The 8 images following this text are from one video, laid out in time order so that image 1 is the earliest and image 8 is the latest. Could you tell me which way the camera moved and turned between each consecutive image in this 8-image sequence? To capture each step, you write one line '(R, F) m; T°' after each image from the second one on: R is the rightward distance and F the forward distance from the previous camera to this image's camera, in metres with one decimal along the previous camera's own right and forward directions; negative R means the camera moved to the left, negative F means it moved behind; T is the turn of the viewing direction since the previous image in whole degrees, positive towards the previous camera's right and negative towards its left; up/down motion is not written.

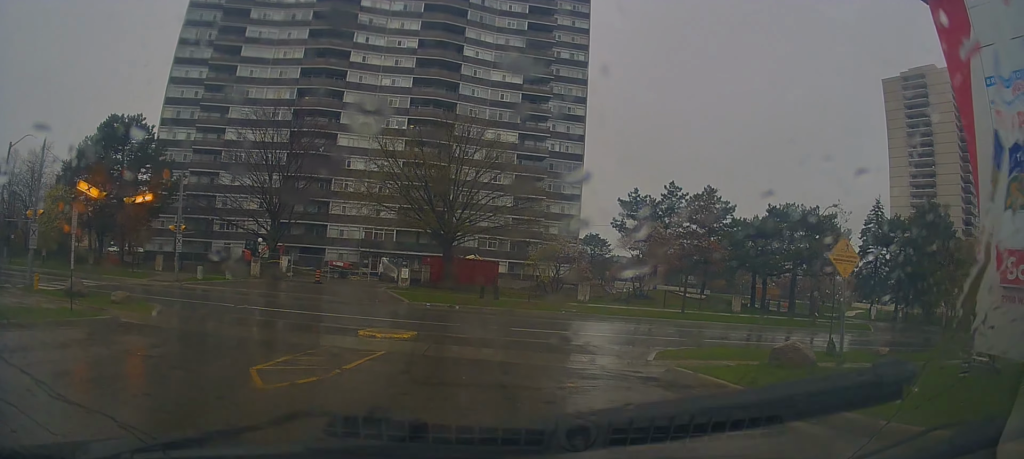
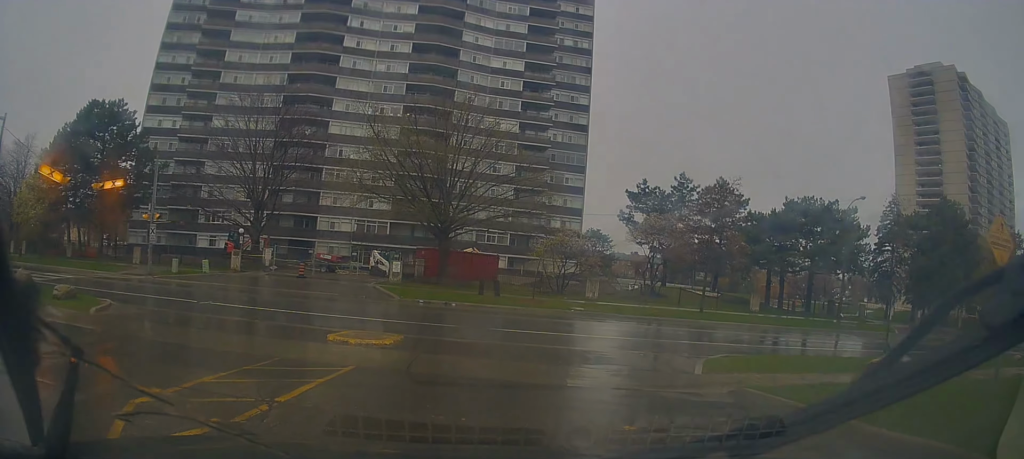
(+0.1, +3.7) m; +1°
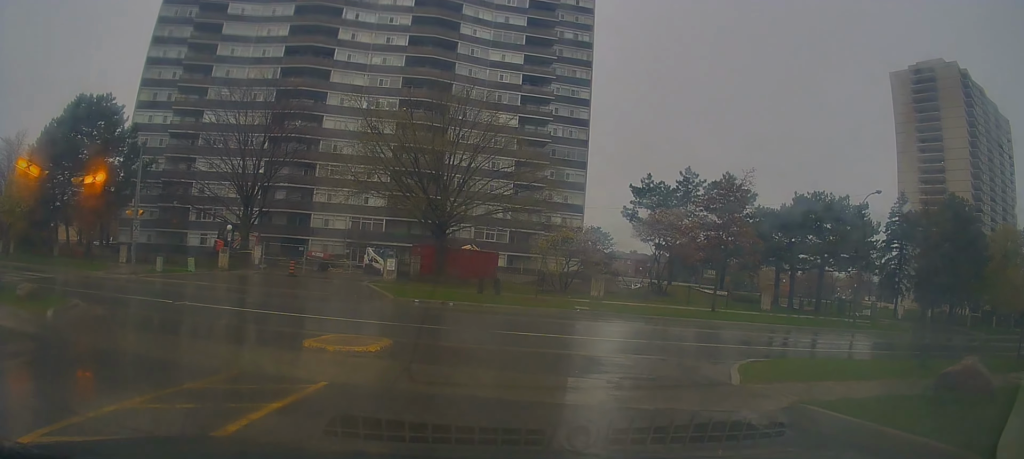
(0.0, +2.0) m; 0°
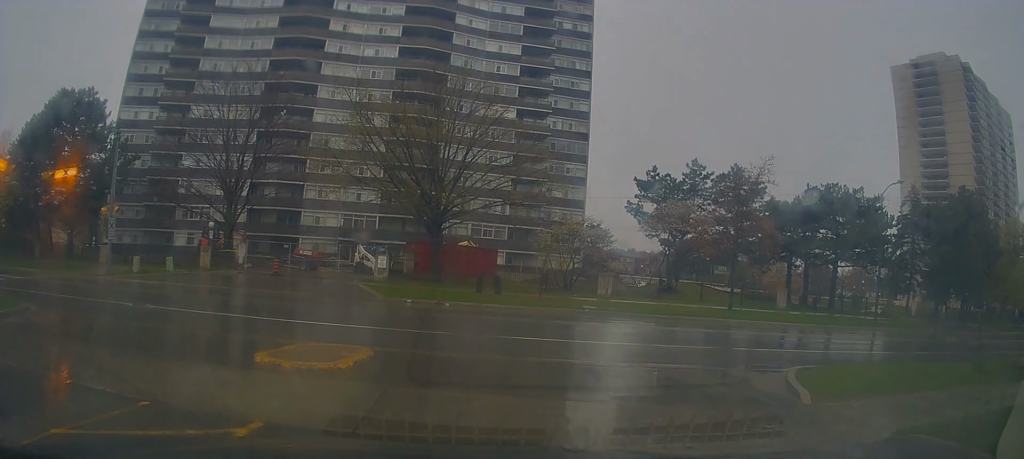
(0.0, +2.5) m; -1°
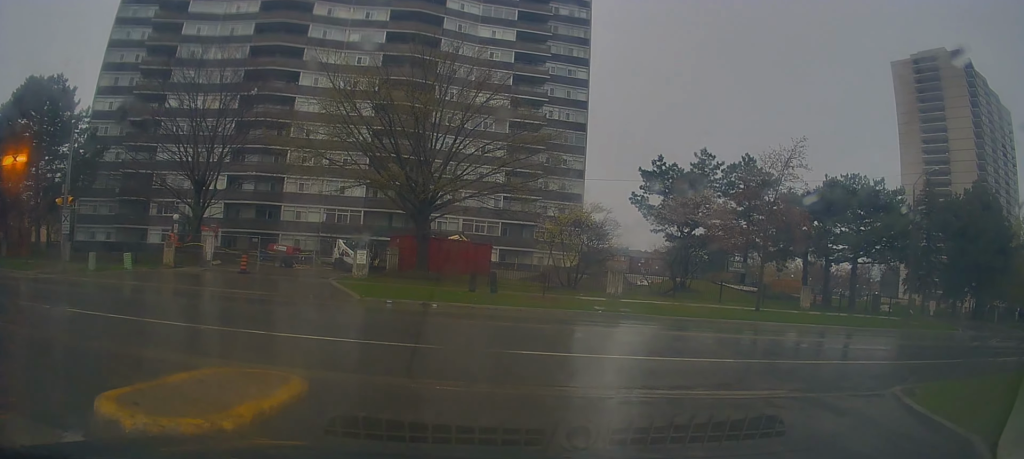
(-0.1, +3.8) m; 0°
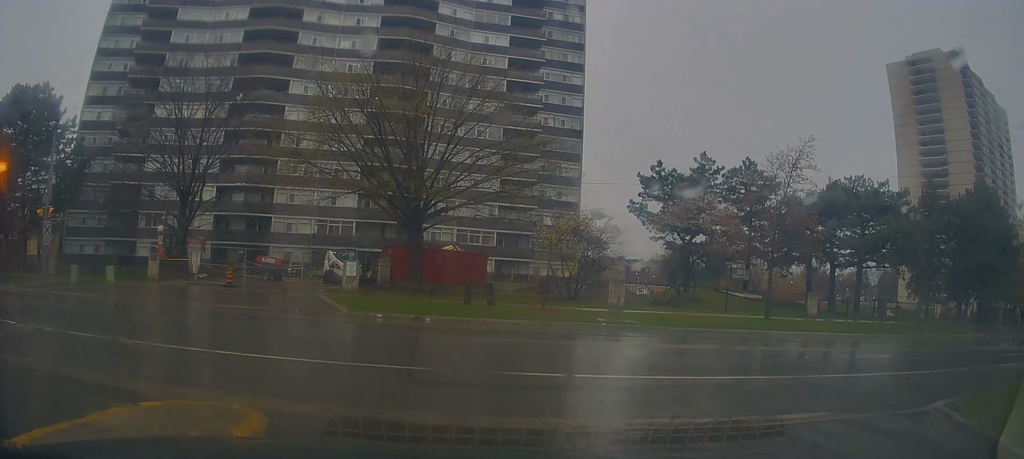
(0.0, +1.0) m; +2°
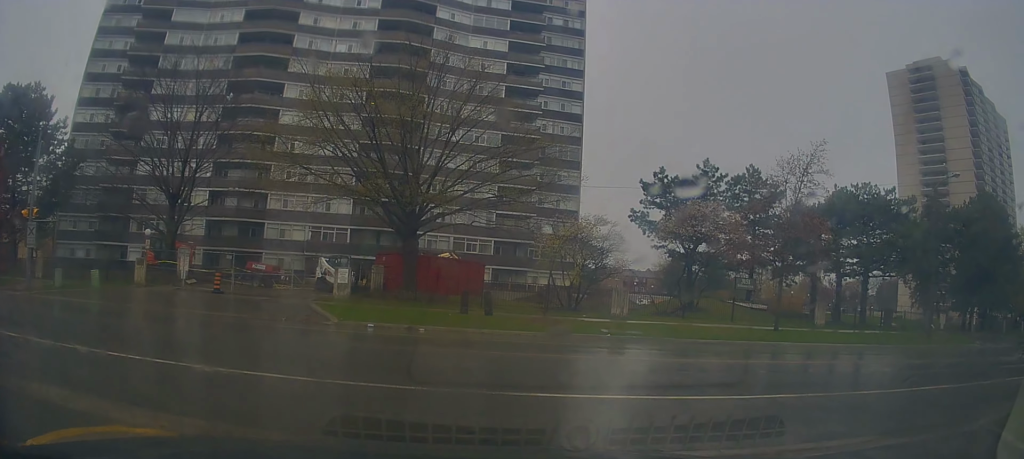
(0.0, +0.9) m; +2°
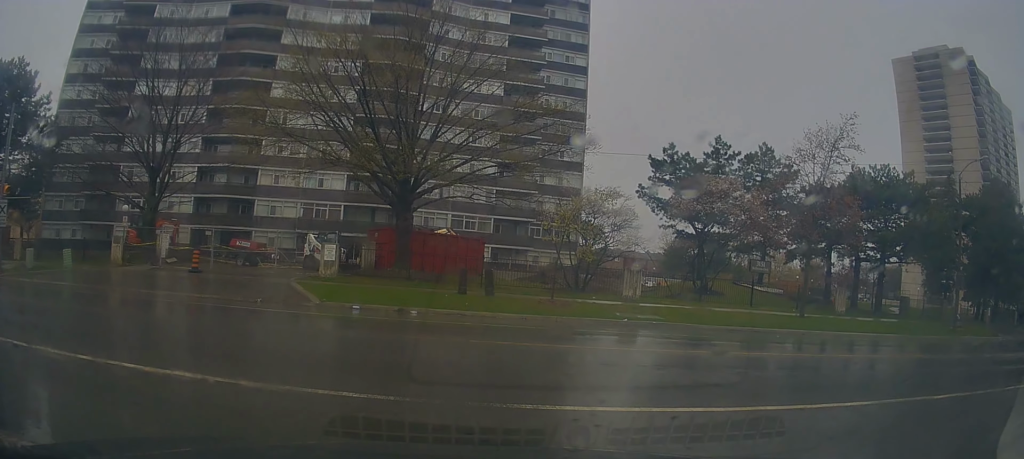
(+0.2, +2.4) m; +5°
